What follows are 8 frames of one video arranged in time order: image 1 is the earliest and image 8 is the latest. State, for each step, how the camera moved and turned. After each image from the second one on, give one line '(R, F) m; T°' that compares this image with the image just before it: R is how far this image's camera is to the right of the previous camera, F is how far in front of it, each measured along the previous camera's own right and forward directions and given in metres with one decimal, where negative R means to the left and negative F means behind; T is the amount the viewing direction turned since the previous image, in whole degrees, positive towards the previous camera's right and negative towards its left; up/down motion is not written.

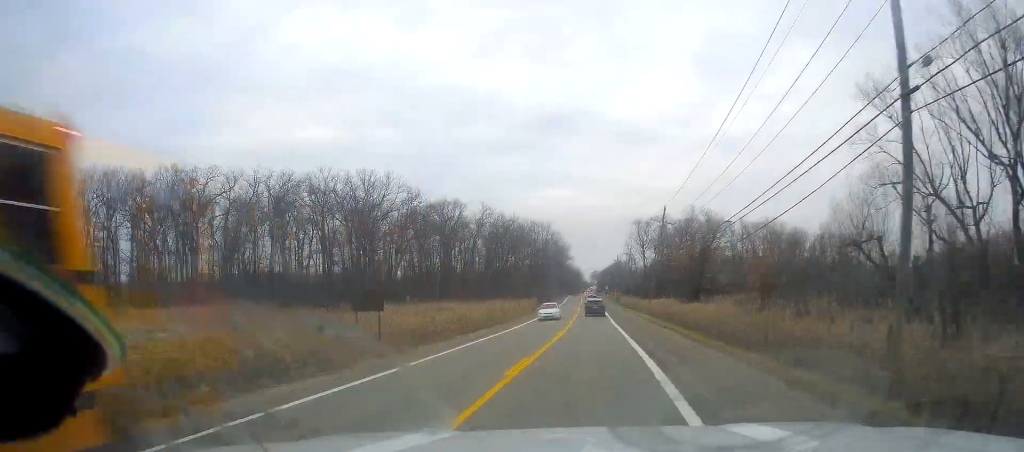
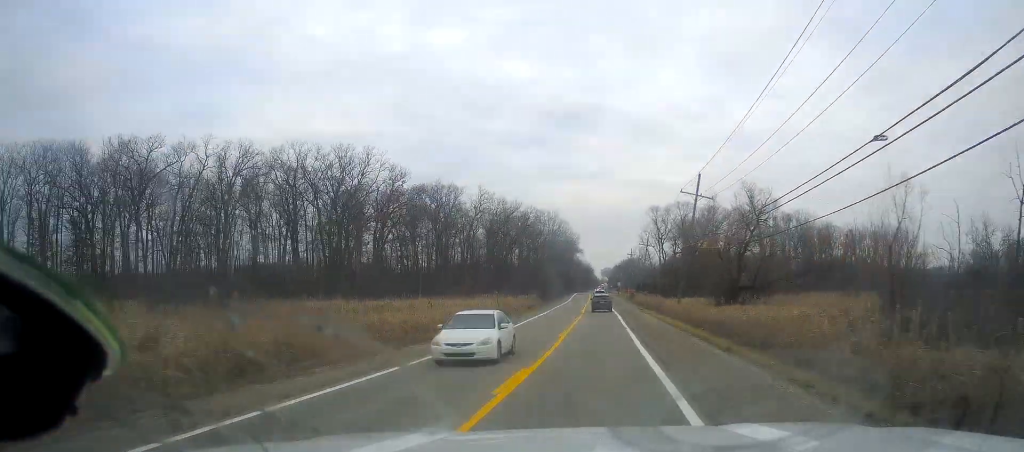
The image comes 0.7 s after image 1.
(-0.1, +17.8) m; -1°
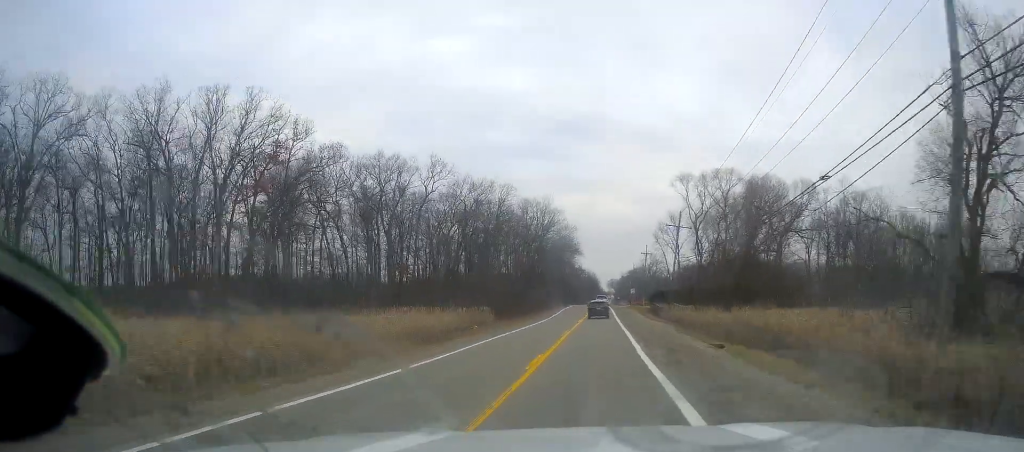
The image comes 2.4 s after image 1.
(-1.0, +41.4) m; 0°
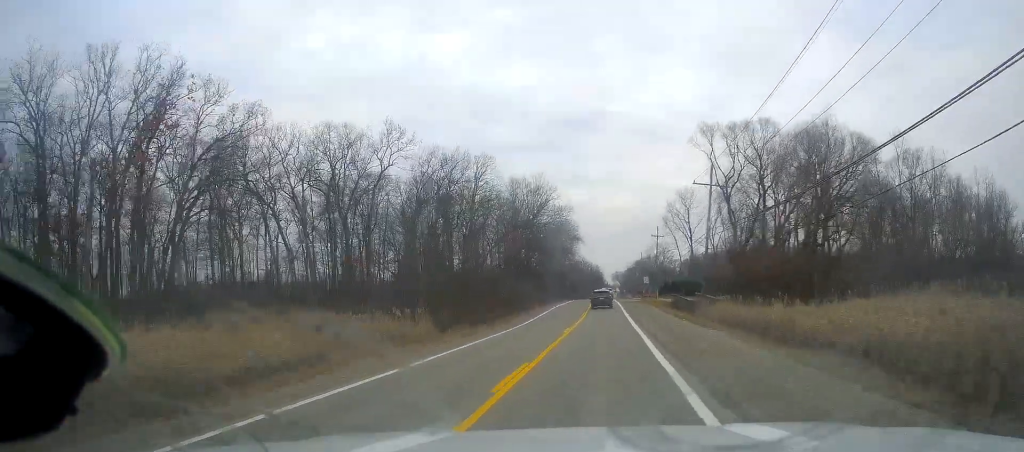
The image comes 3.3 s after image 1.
(+0.3, +20.1) m; 0°
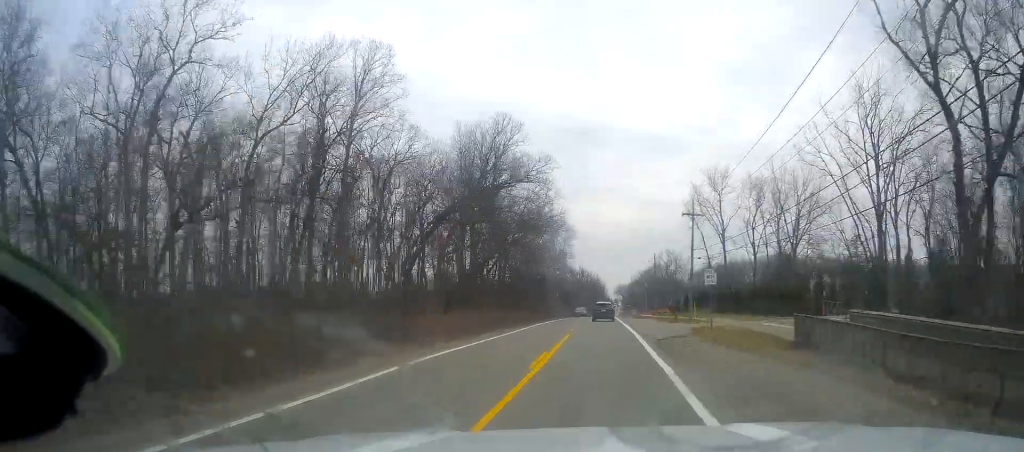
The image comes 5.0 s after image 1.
(-0.5, +42.7) m; 0°
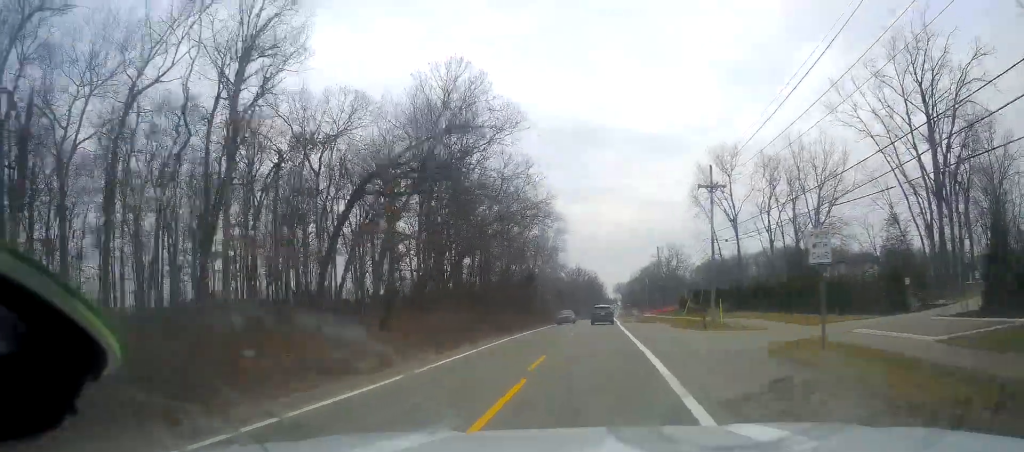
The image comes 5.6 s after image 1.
(0.0, +14.5) m; 0°
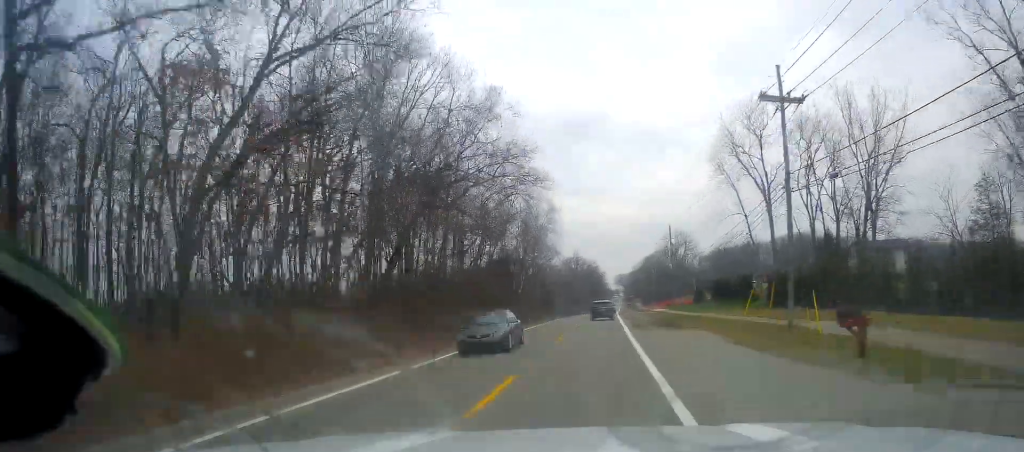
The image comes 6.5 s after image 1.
(+0.3, +21.4) m; 0°
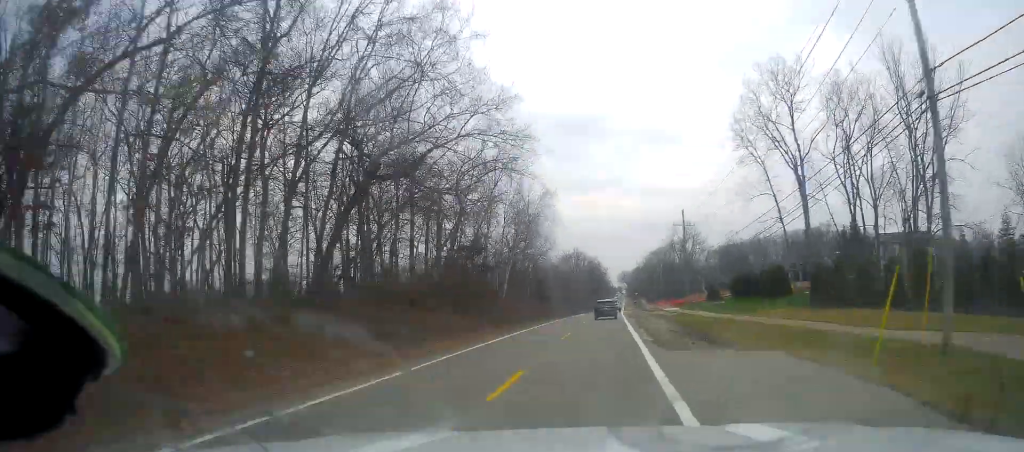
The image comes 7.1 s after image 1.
(-0.2, +14.1) m; -1°
